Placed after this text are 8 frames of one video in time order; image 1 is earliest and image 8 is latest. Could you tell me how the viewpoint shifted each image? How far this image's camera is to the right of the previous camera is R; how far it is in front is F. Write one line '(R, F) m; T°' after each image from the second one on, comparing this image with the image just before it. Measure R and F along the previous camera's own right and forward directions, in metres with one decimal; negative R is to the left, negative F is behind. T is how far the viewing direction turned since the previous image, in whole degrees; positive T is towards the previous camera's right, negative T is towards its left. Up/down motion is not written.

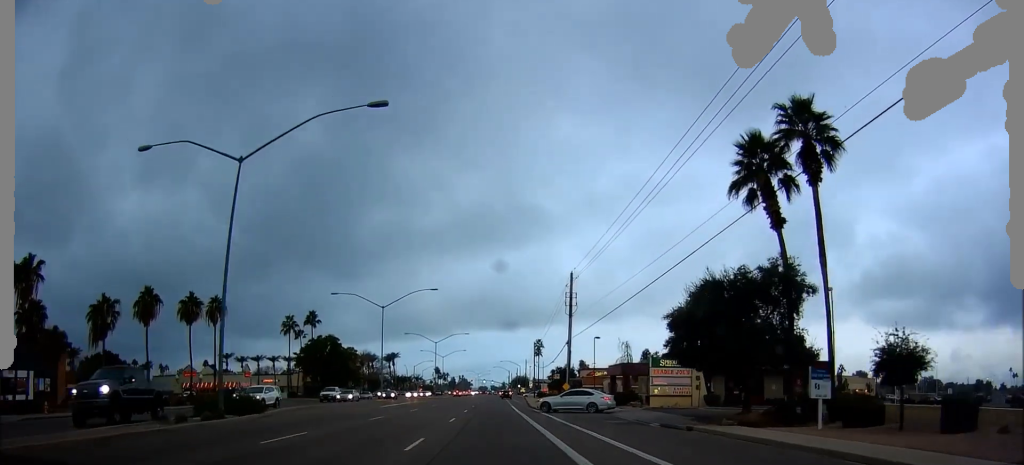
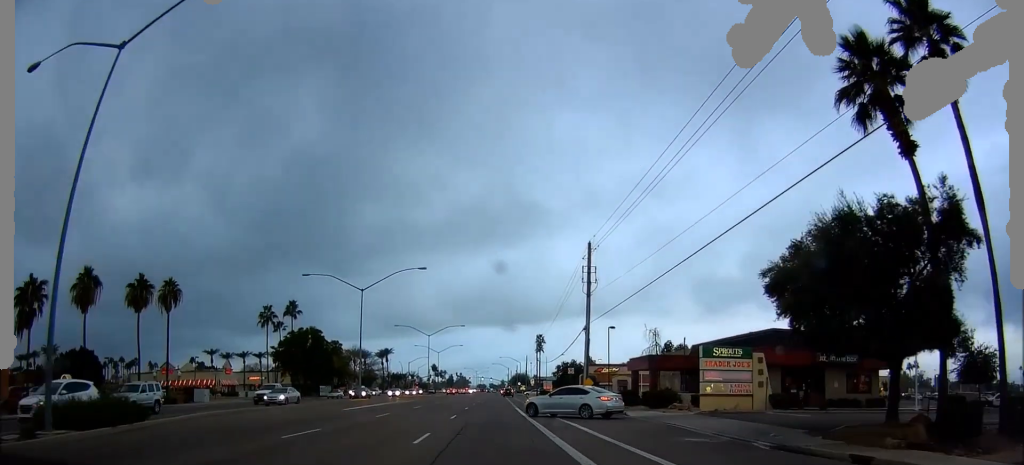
(+0.1, +11.2) m; 0°
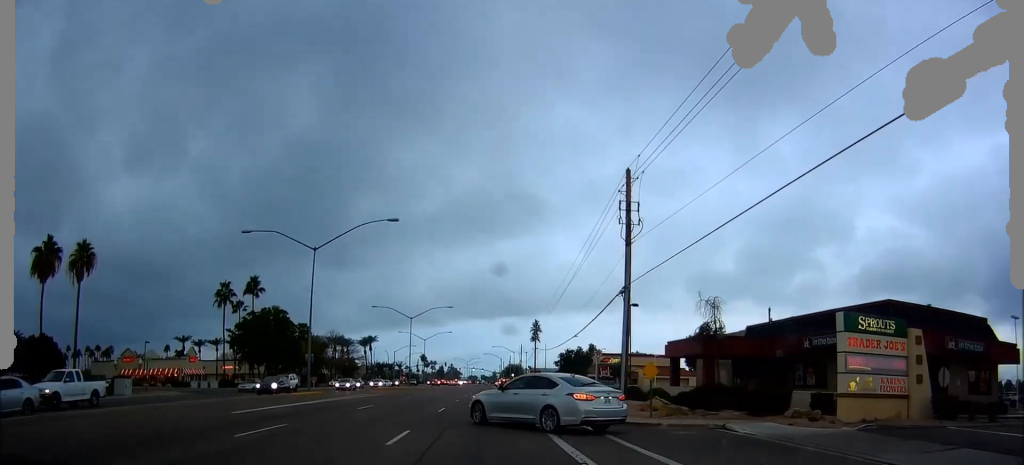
(-0.4, +16.9) m; -1°
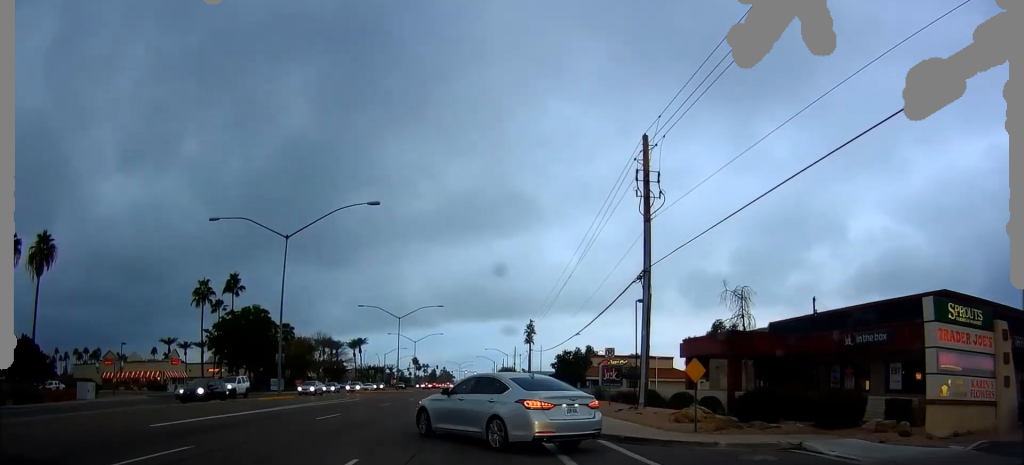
(0.0, +7.4) m; 0°
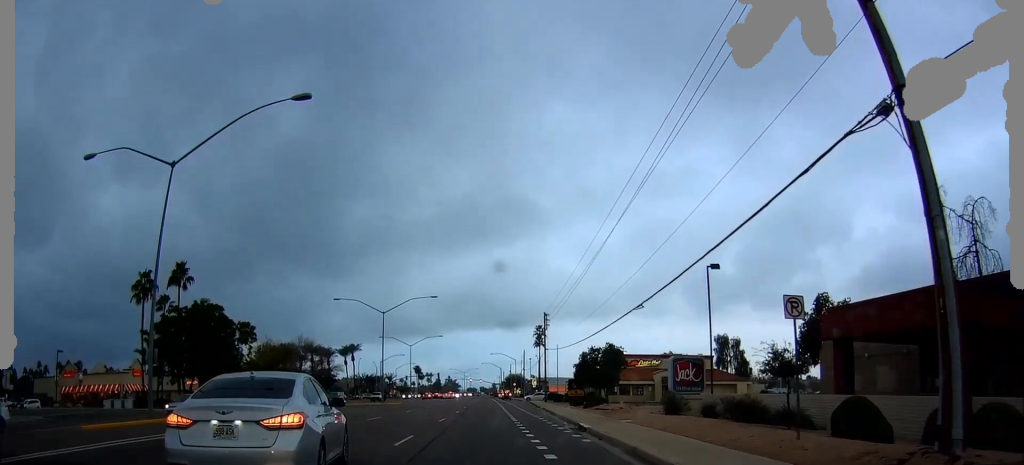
(+0.2, +27.9) m; +2°
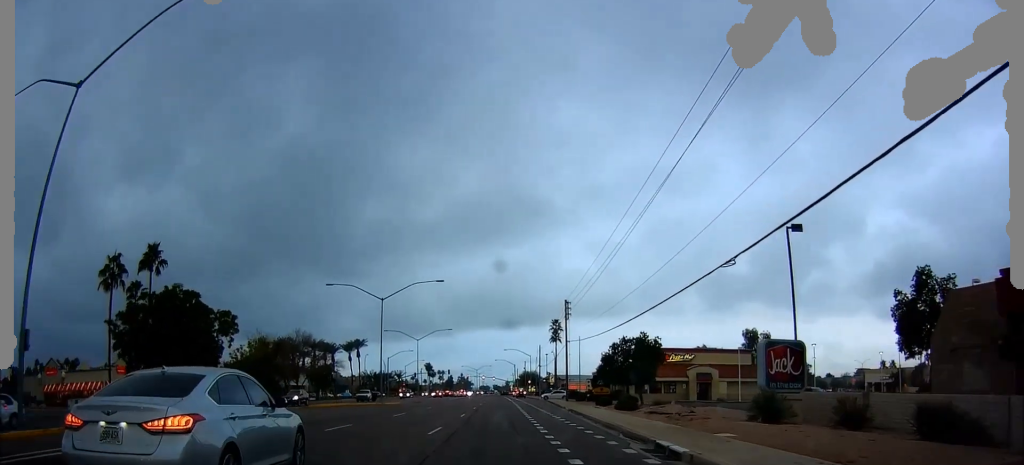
(+0.5, +11.6) m; 0°
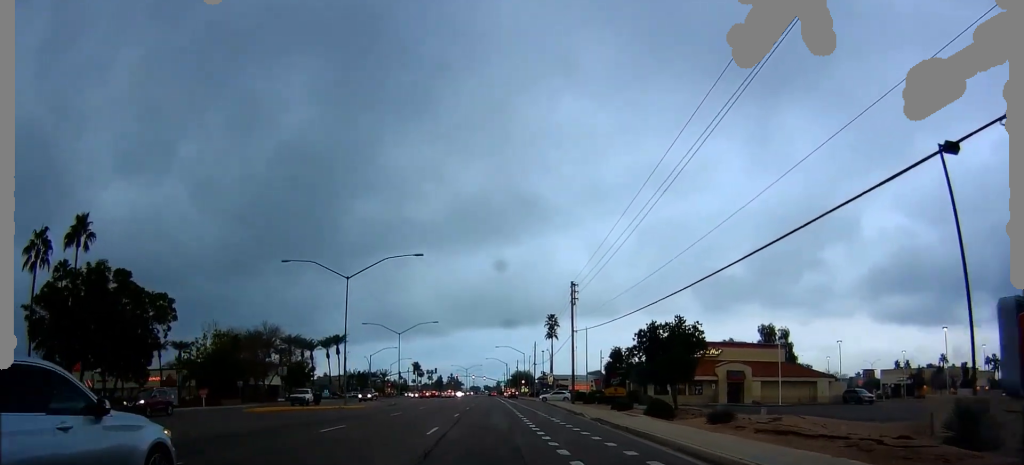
(-0.4, +12.0) m; -2°
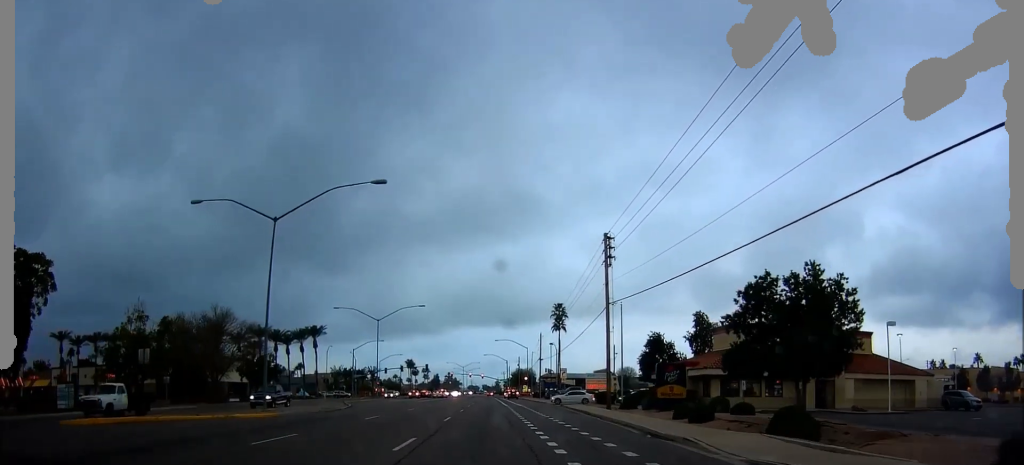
(-0.1, +15.2) m; 0°
